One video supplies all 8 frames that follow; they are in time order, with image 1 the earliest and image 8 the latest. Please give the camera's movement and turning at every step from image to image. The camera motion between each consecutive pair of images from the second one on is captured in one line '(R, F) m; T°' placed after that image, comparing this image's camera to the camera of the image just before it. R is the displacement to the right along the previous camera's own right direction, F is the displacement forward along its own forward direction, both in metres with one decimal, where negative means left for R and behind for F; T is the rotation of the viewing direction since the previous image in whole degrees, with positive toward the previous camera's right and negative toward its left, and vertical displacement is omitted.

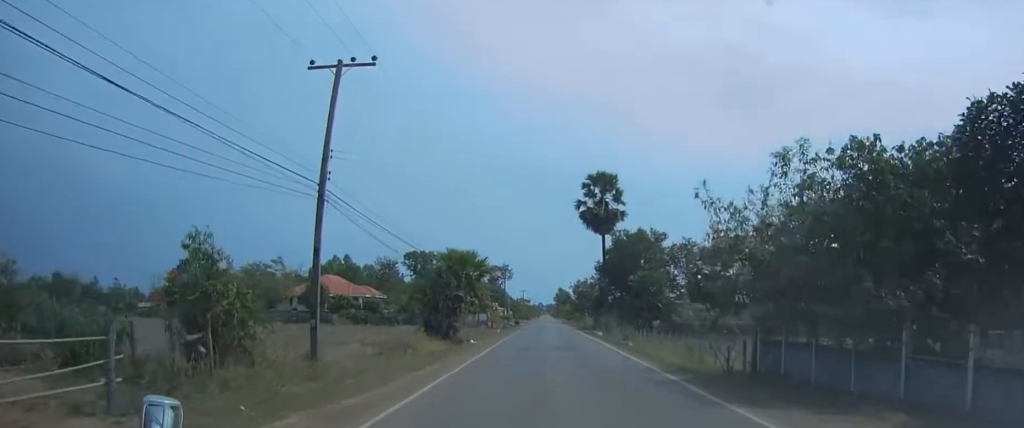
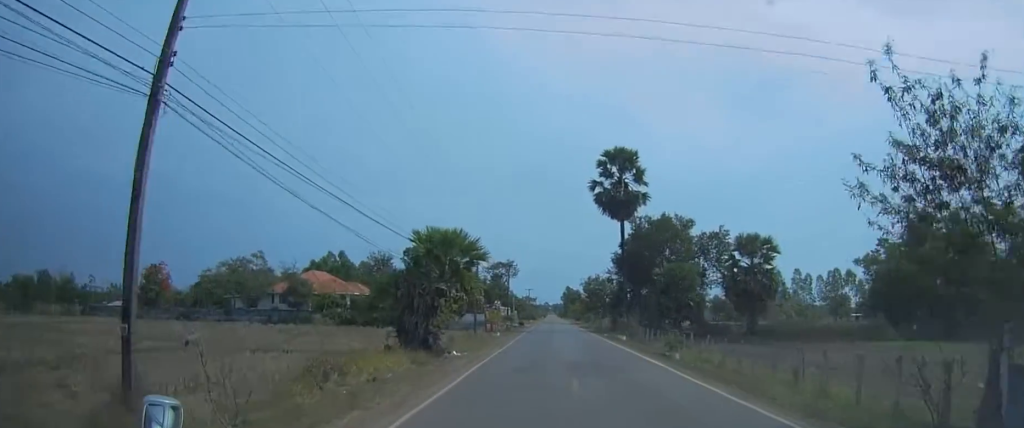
(0.0, +10.8) m; 0°
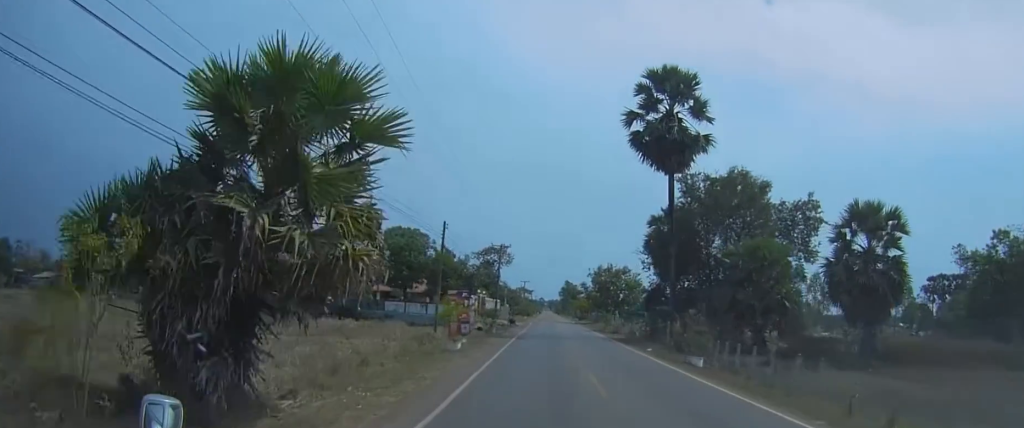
(-0.1, +22.8) m; -1°
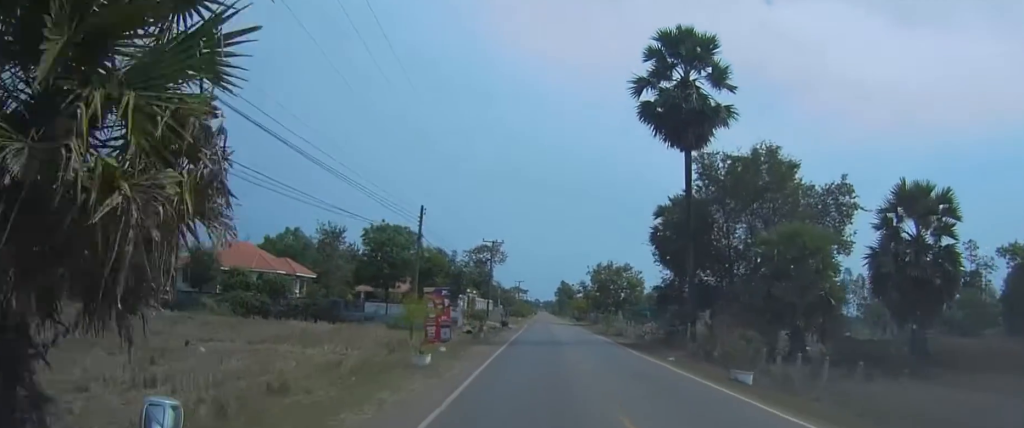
(-0.1, +6.2) m; 0°
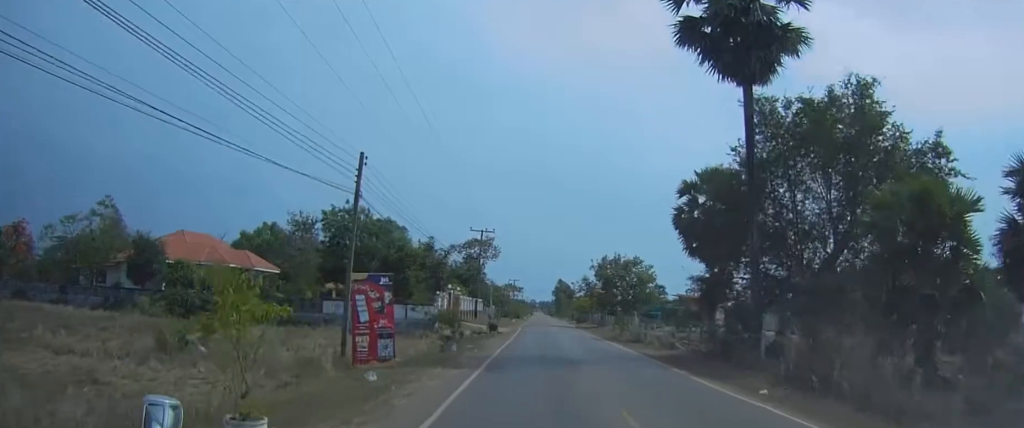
(+0.2, +11.3) m; +1°
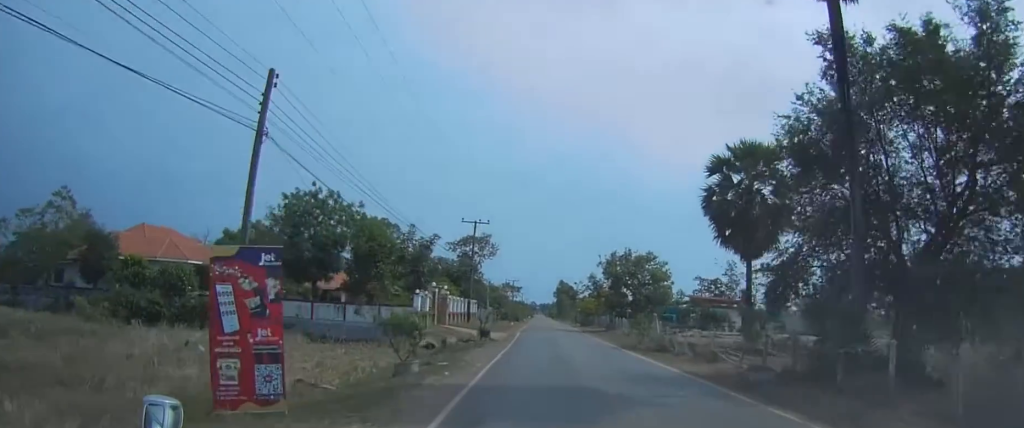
(+0.1, +8.4) m; 0°
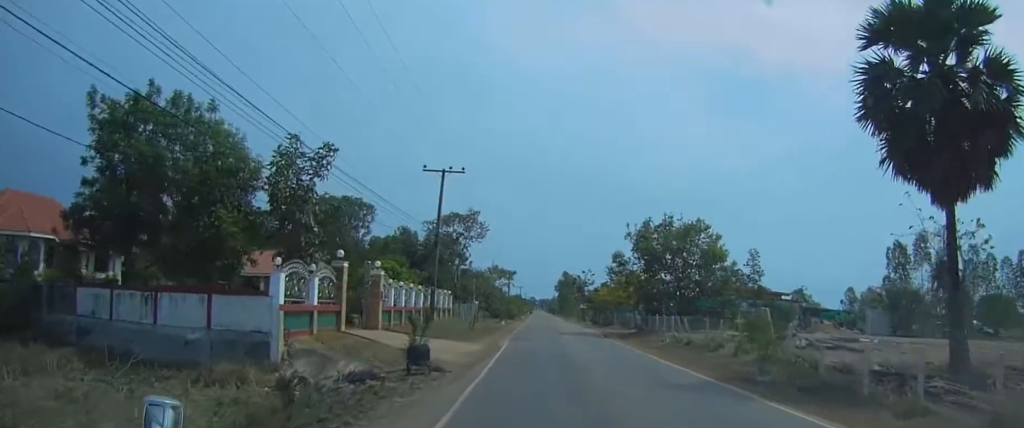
(0.0, +20.9) m; 0°
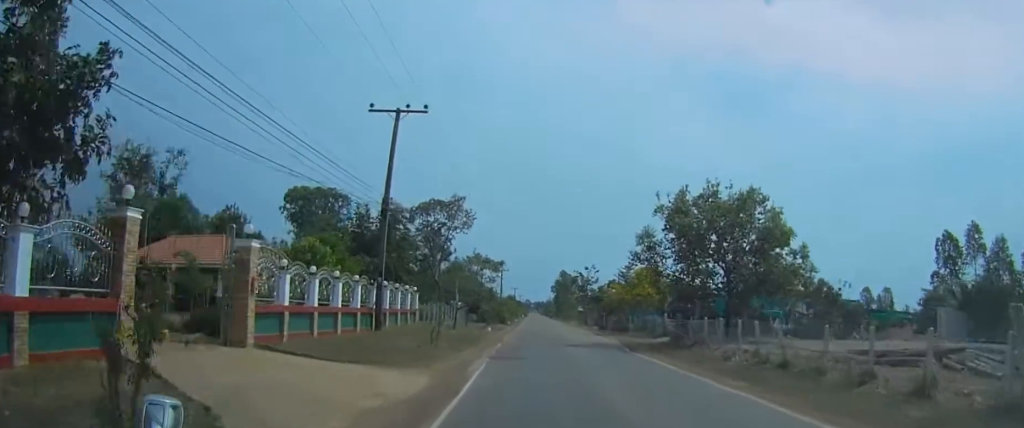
(0.0, +12.8) m; 0°
